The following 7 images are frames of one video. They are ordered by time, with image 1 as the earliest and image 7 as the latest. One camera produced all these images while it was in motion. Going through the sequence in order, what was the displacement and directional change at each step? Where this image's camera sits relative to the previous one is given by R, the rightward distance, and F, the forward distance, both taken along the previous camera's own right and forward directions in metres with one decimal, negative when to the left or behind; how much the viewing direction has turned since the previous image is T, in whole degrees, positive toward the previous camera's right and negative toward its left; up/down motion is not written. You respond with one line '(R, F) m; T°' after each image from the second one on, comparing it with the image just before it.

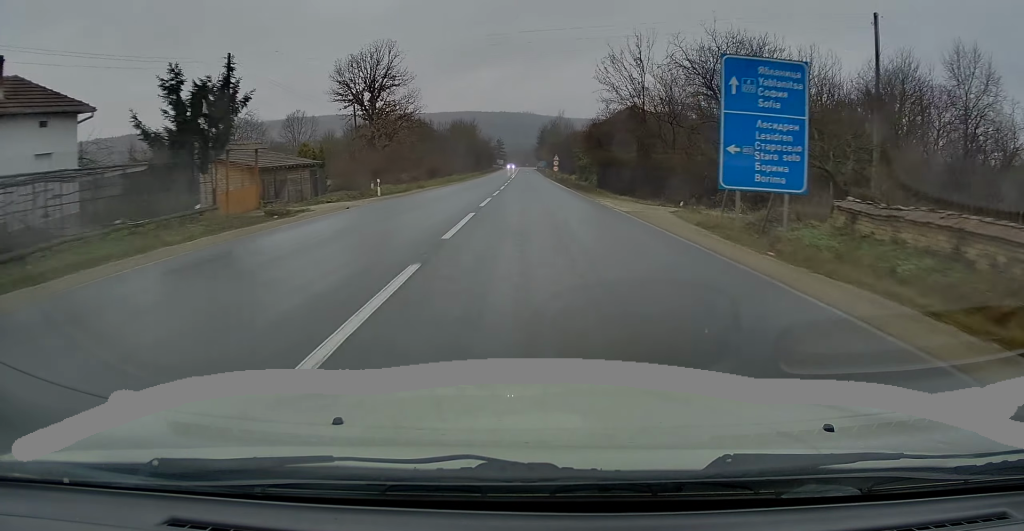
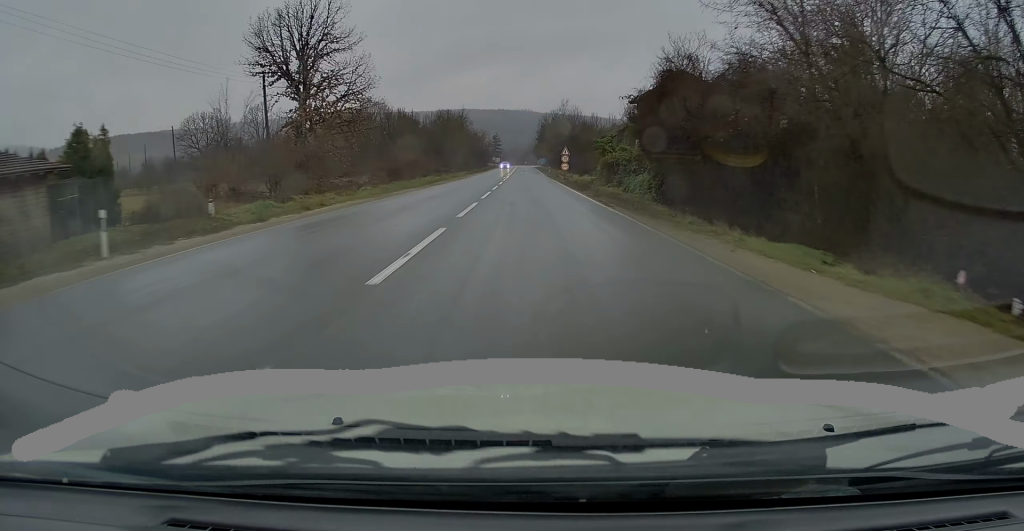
(+0.2, +22.3) m; 0°
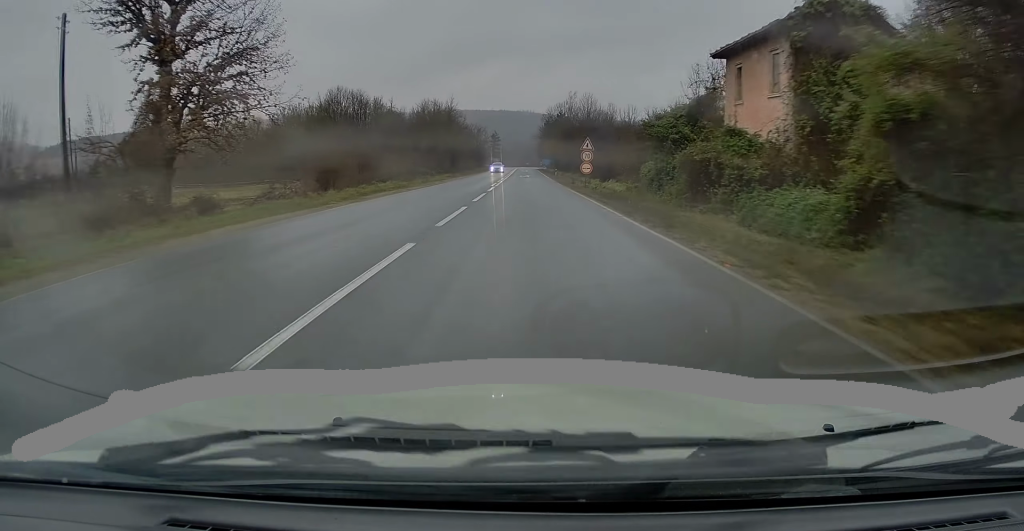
(0.0, +20.7) m; 0°
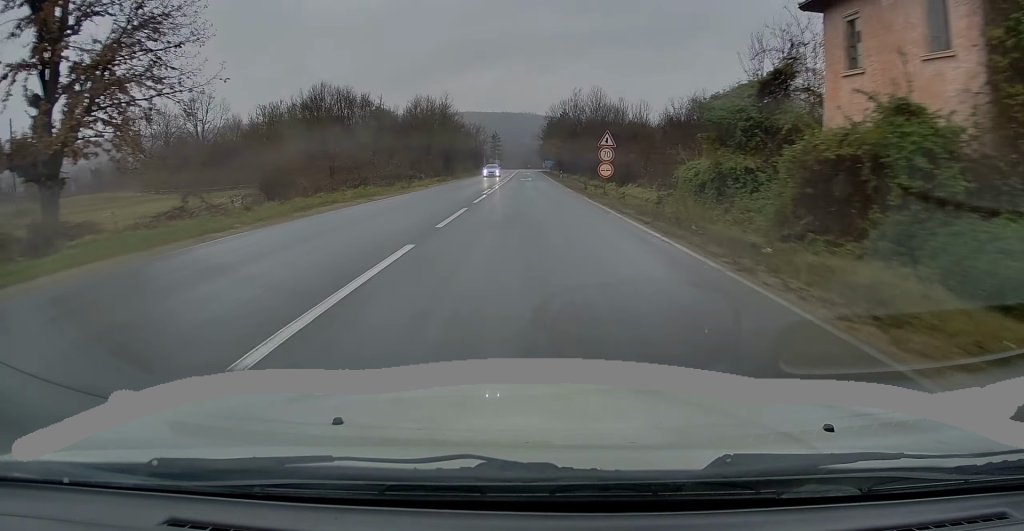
(0.0, +9.0) m; 0°
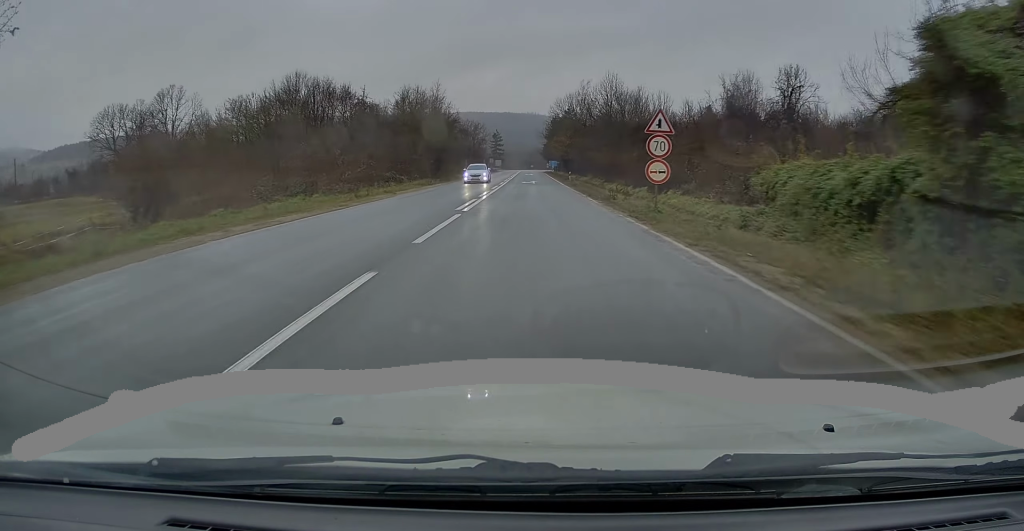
(0.0, +11.6) m; 0°
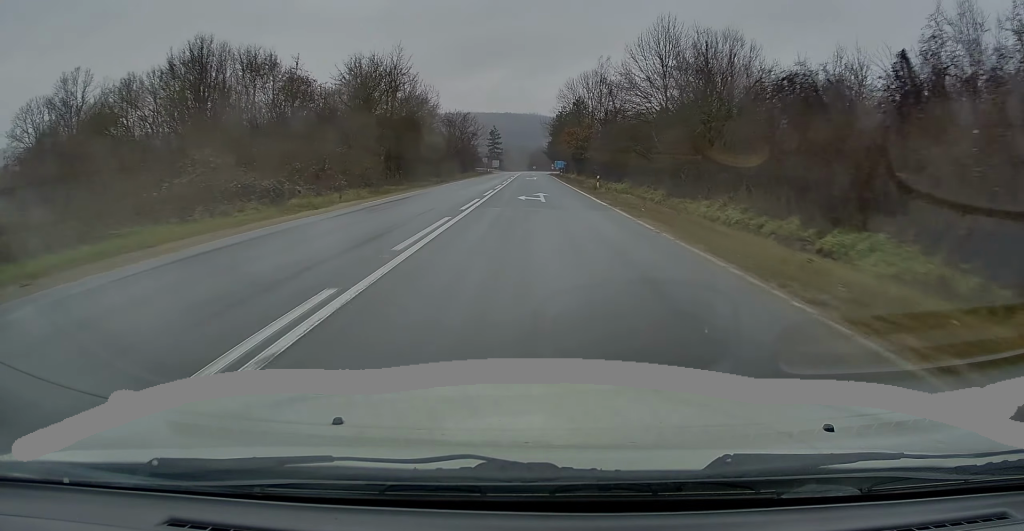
(-0.1, +25.9) m; 0°
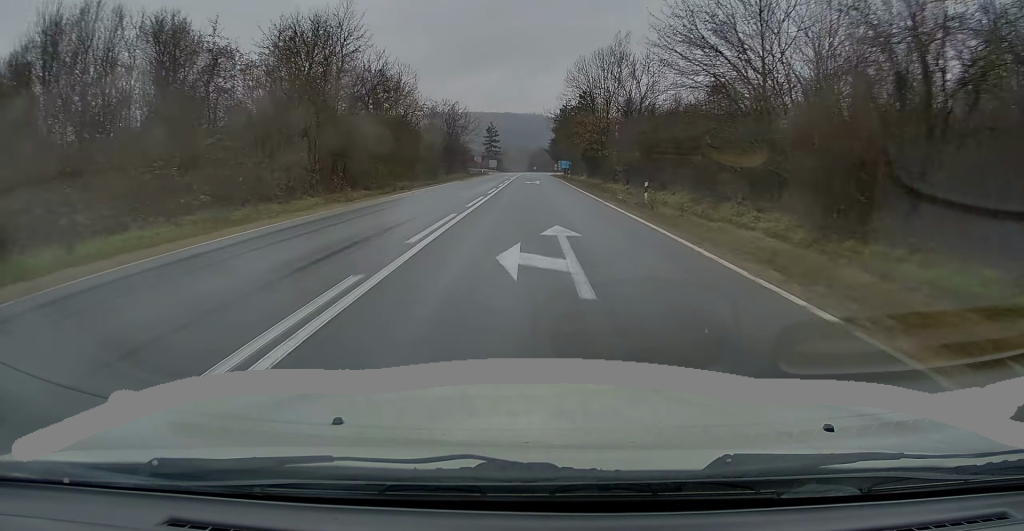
(0.0, +17.0) m; 0°
